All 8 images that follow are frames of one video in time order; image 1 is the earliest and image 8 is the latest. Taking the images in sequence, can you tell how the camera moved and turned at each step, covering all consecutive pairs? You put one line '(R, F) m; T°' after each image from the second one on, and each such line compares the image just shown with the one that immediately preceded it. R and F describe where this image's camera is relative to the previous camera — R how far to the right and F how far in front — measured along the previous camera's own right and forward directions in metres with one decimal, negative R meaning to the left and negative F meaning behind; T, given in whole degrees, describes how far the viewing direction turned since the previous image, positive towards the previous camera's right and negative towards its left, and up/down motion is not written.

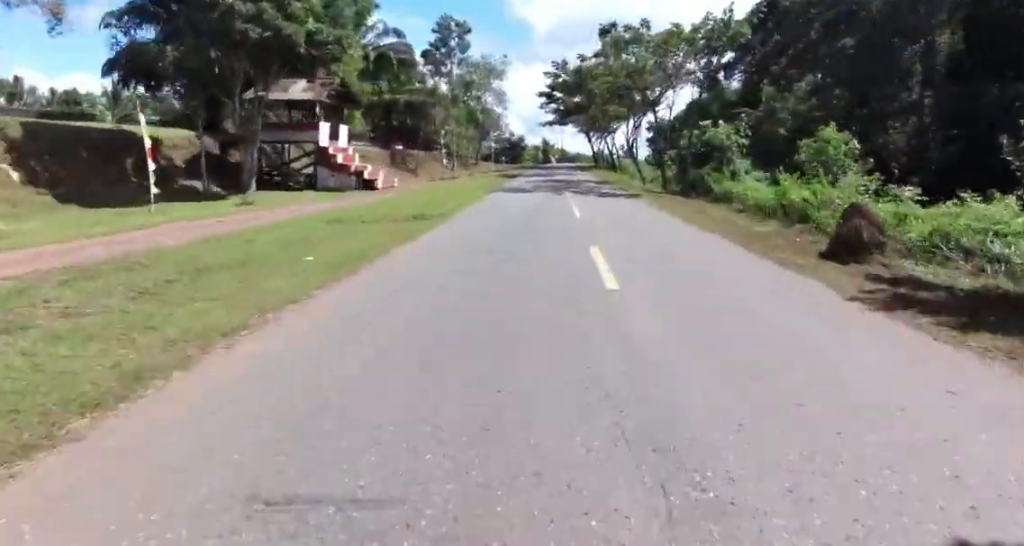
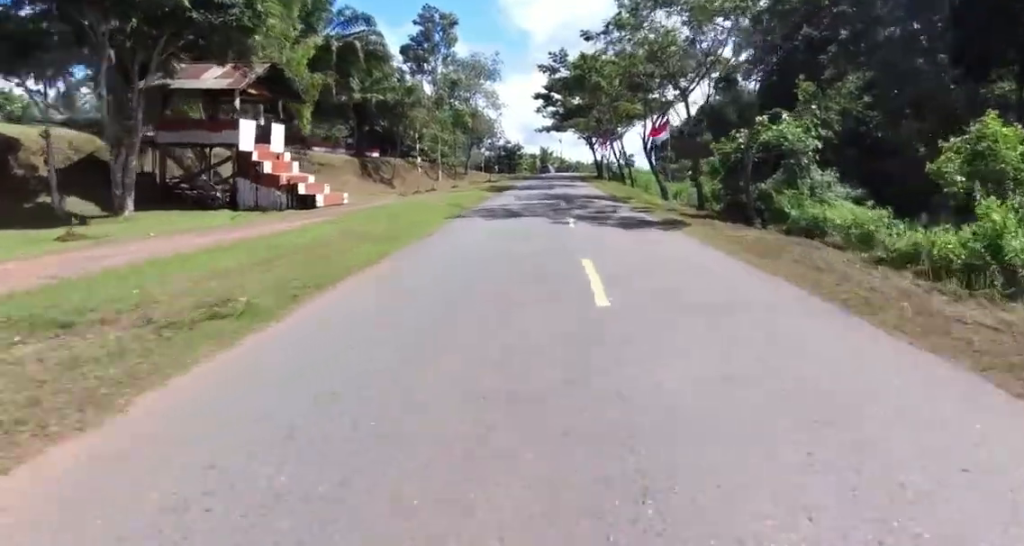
(+0.4, +8.4) m; 0°
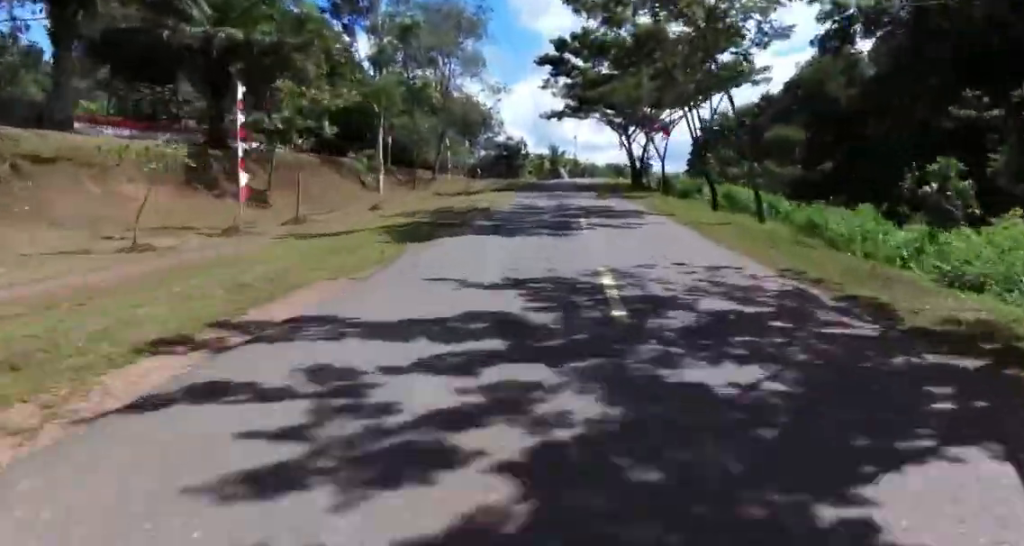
(-0.3, +26.0) m; -2°
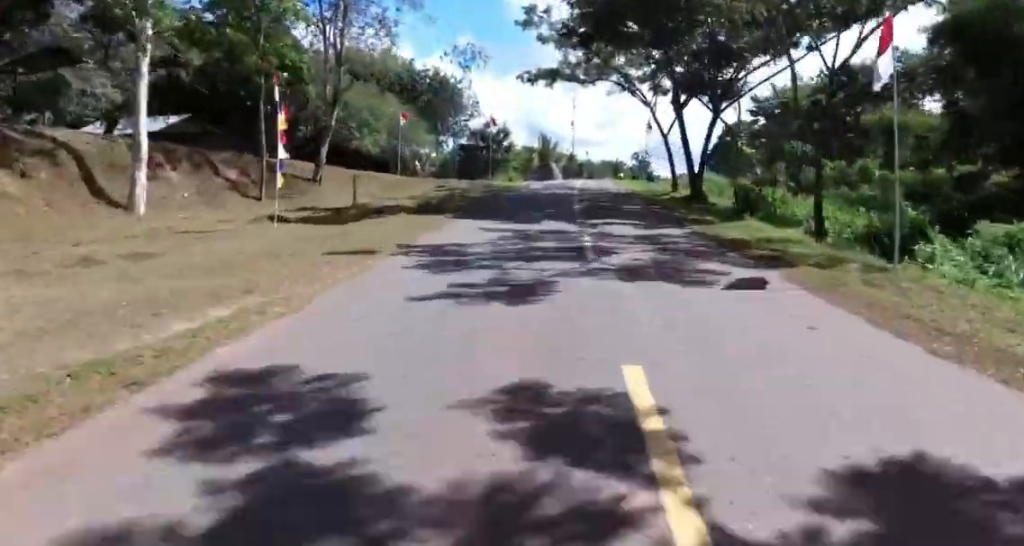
(-1.4, +20.3) m; 0°
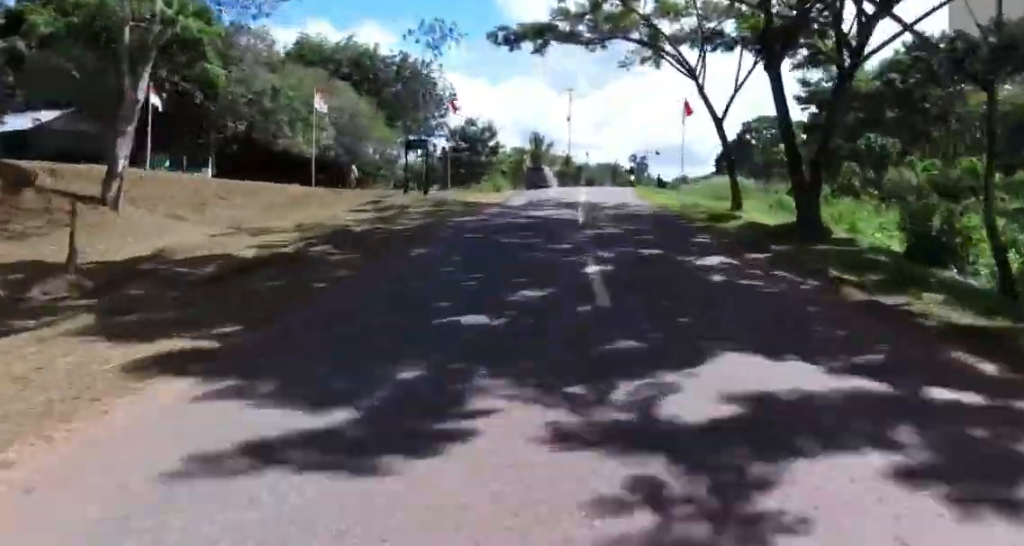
(+1.6, +10.8) m; +7°
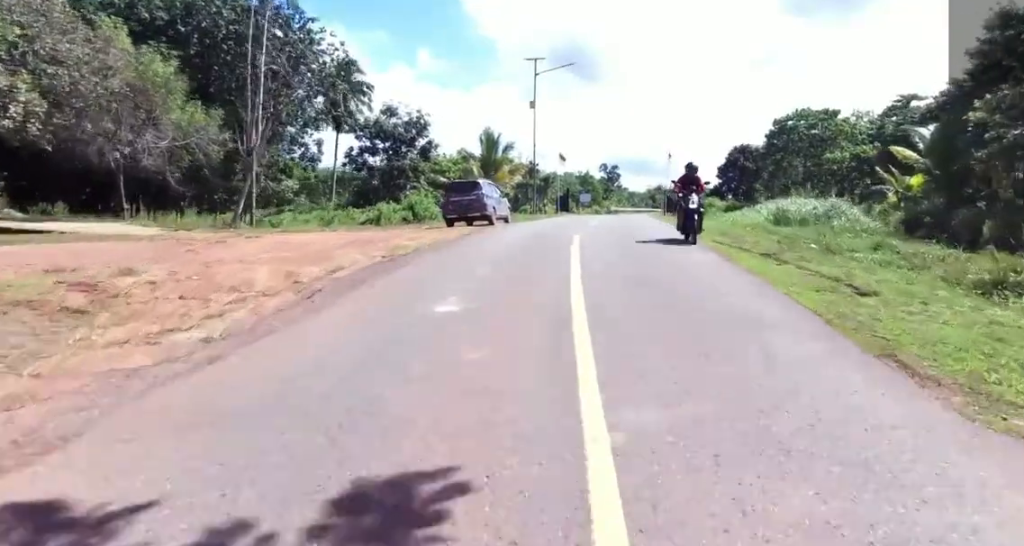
(+0.2, +20.8) m; +1°
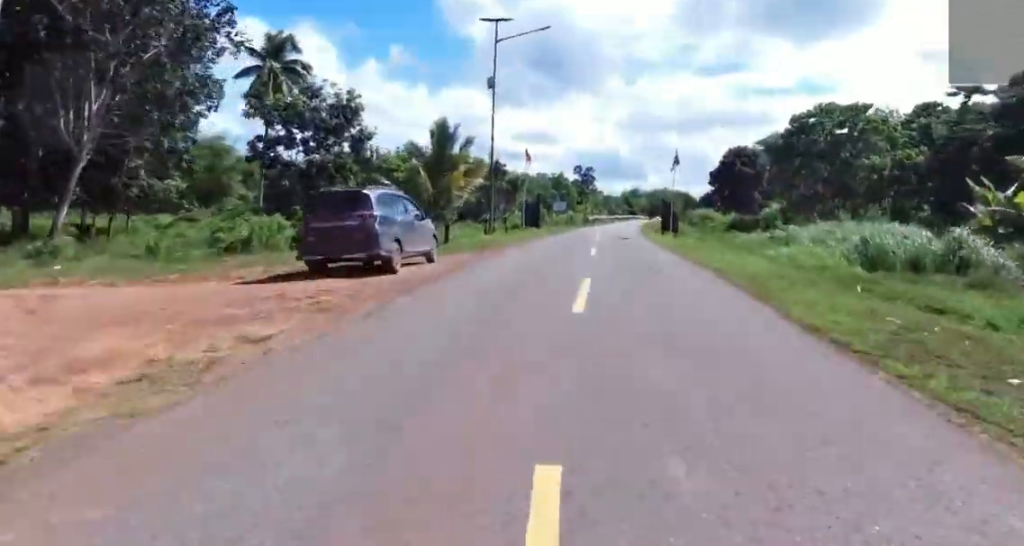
(-0.2, +10.7) m; +4°
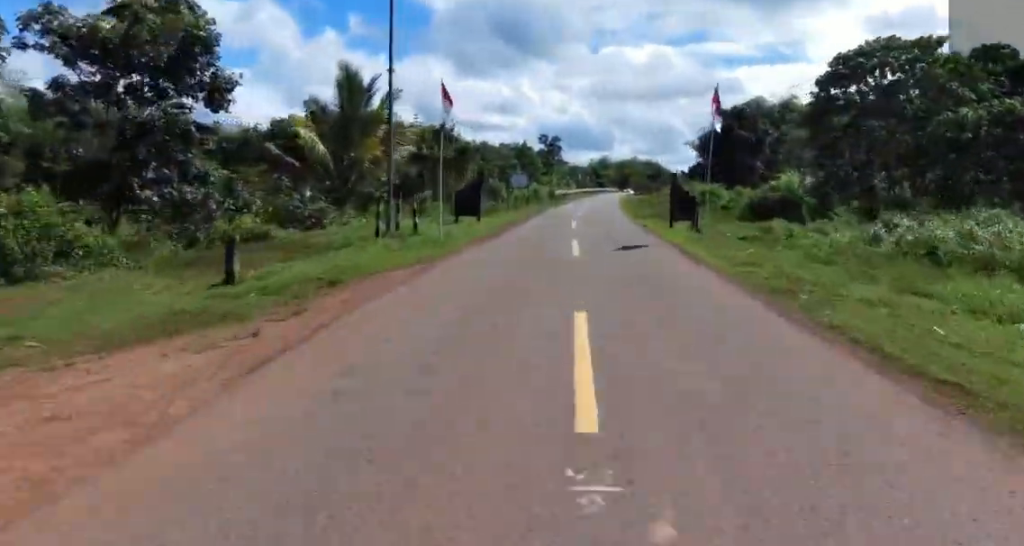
(+1.2, +13.2) m; +5°
